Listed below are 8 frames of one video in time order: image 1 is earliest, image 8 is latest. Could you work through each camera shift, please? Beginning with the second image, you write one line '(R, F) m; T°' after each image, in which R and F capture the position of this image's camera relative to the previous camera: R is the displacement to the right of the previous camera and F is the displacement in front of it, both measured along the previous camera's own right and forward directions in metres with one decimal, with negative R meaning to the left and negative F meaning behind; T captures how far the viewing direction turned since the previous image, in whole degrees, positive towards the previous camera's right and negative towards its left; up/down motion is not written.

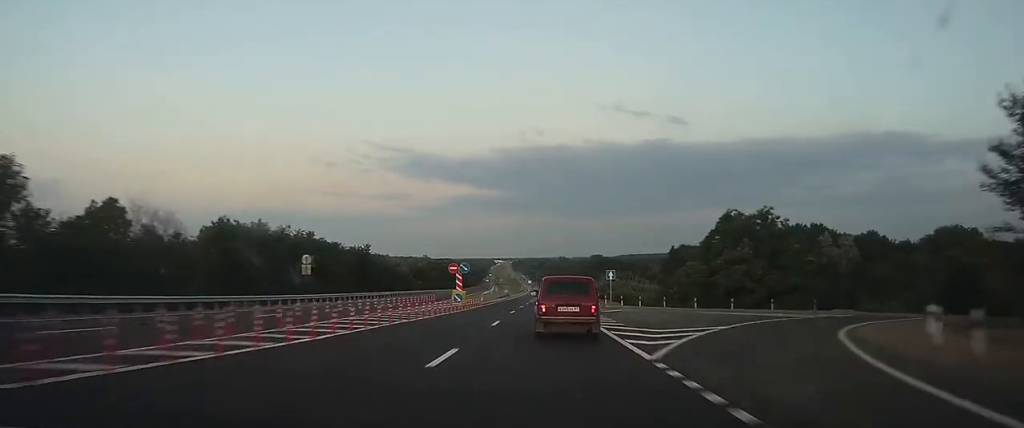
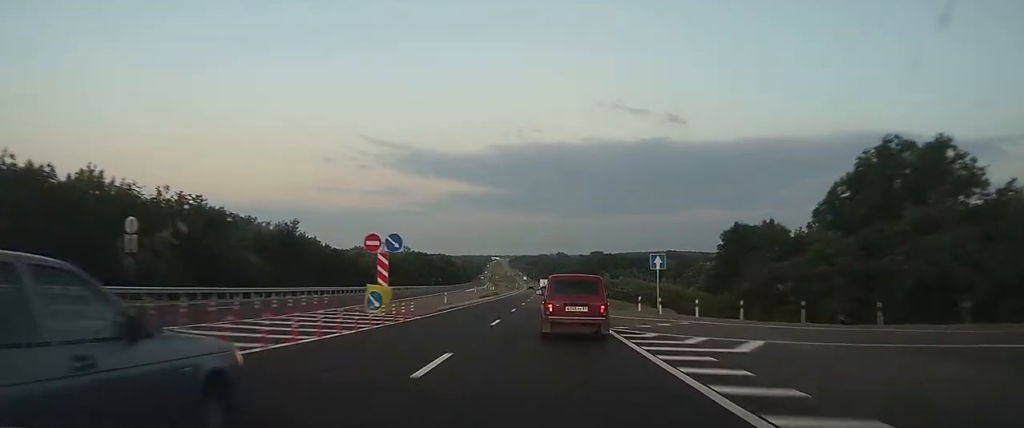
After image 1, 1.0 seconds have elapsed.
(0.0, +25.5) m; 0°
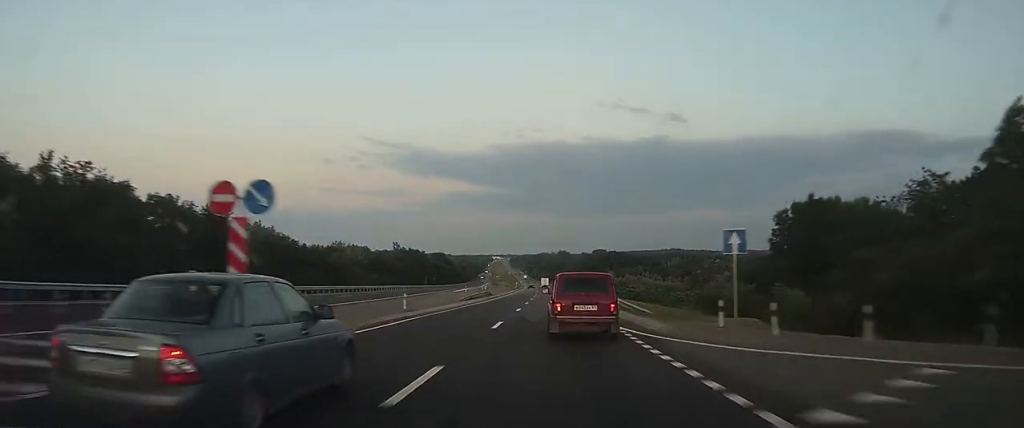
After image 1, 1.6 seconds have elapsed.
(-0.1, +14.2) m; 0°
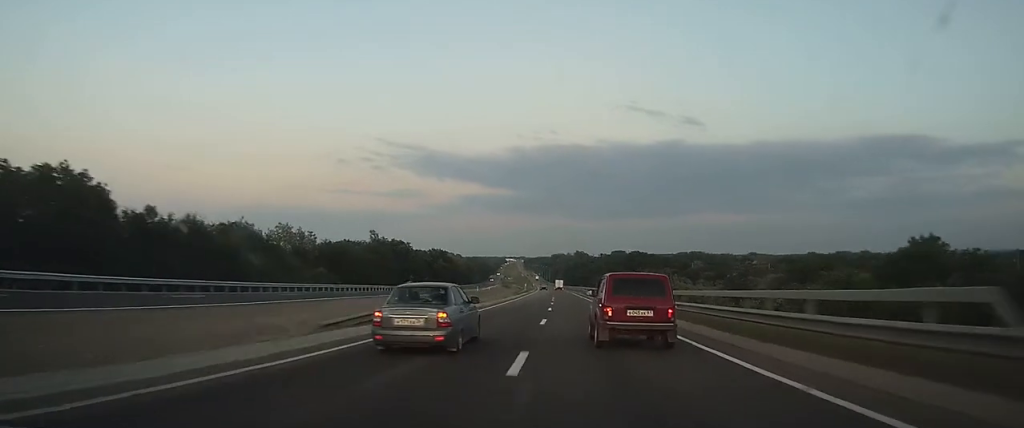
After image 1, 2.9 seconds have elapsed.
(-0.1, +34.0) m; 0°
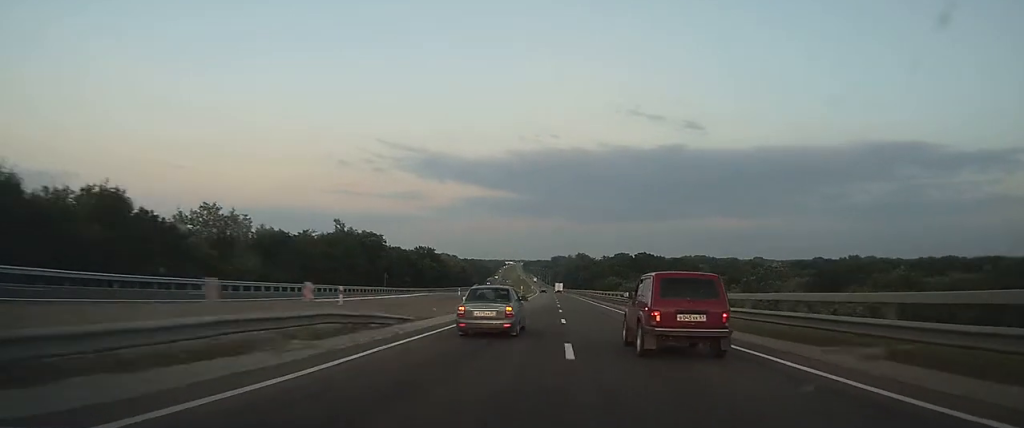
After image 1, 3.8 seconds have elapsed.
(-0.1, +21.9) m; 0°
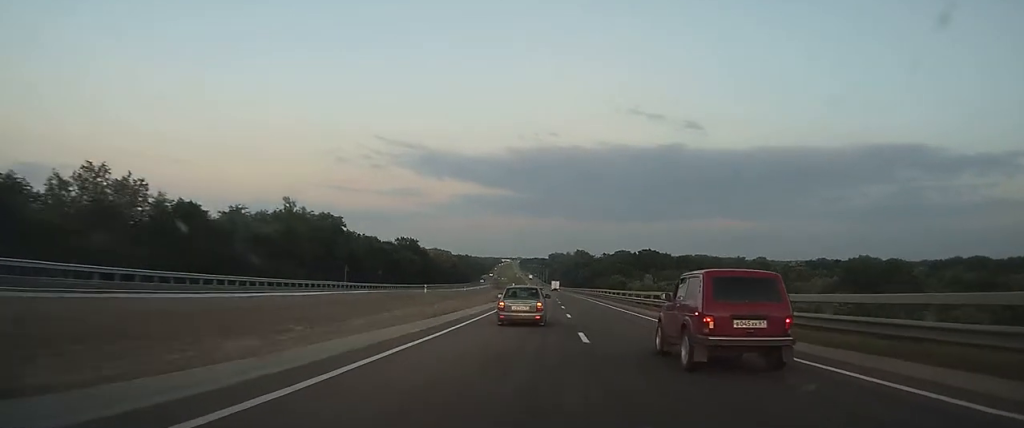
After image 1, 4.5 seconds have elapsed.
(0.0, +20.6) m; 0°
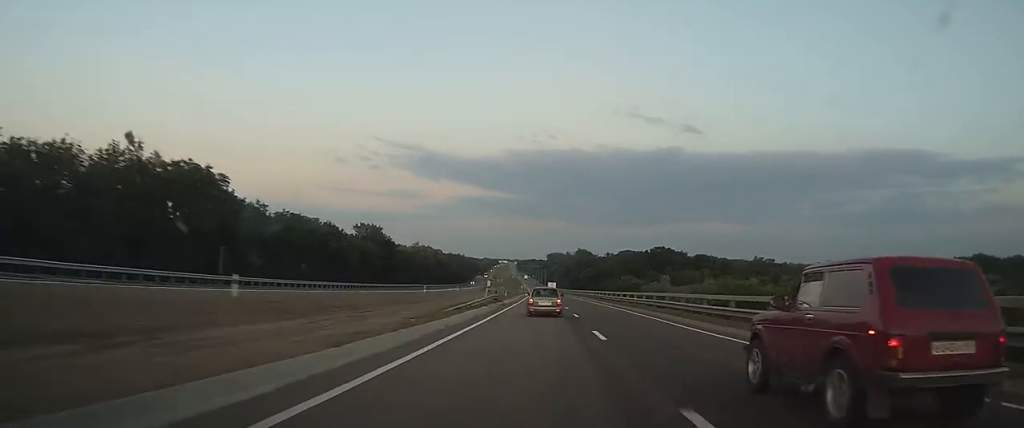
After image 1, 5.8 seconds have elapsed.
(+0.1, +35.1) m; 0°
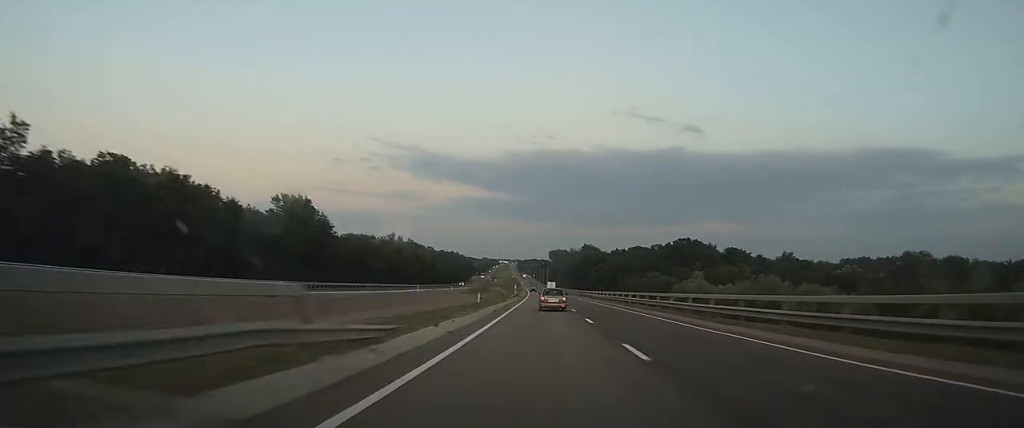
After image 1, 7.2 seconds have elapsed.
(-0.1, +40.2) m; 0°
